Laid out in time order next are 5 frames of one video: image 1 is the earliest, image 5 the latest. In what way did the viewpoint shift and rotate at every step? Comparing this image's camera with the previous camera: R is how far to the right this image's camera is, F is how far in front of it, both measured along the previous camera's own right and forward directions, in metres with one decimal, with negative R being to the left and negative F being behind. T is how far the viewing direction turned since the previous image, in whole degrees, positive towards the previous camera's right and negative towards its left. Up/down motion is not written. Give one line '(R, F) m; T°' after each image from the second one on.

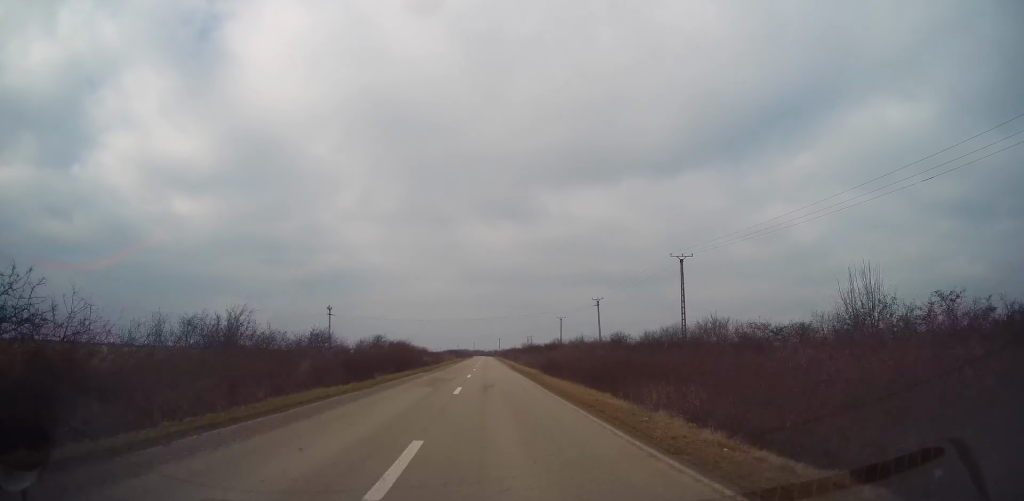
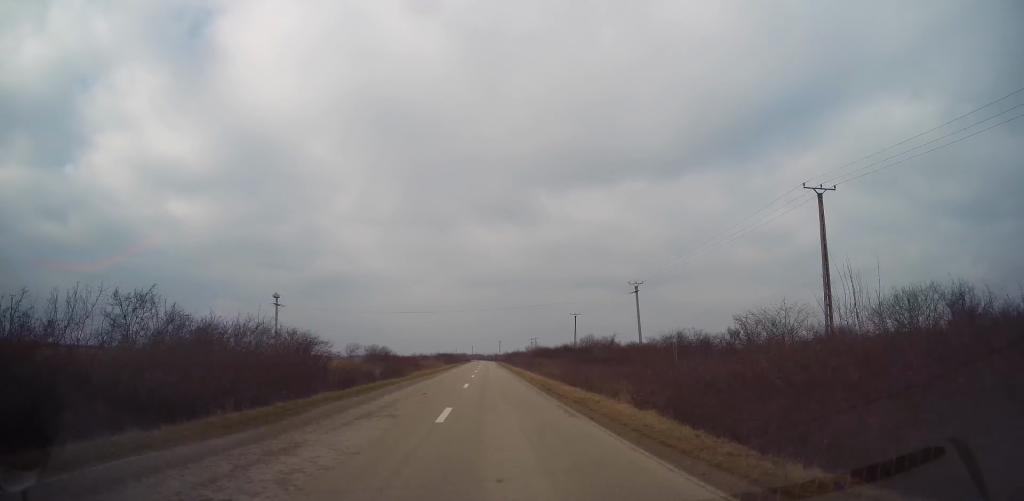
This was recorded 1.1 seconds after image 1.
(+0.5, +29.1) m; 0°
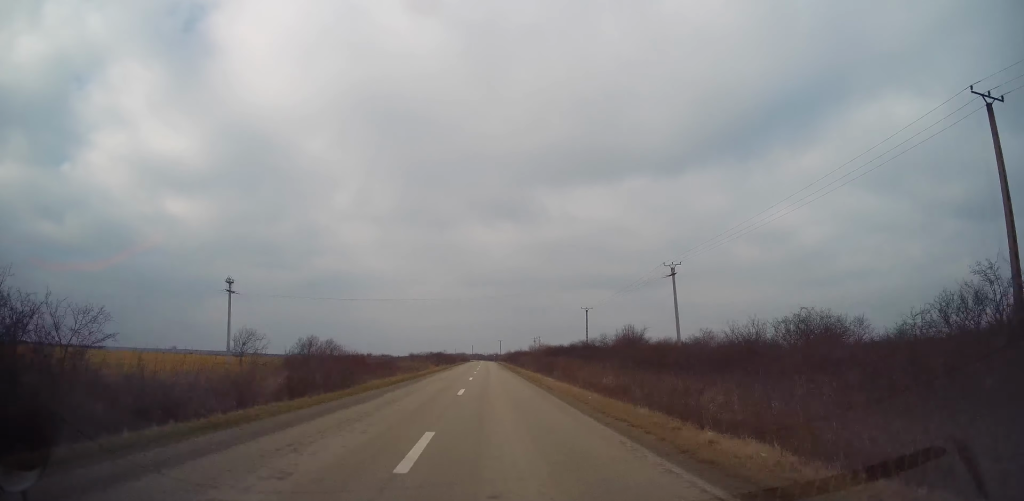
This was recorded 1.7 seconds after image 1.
(-0.2, +16.6) m; -1°
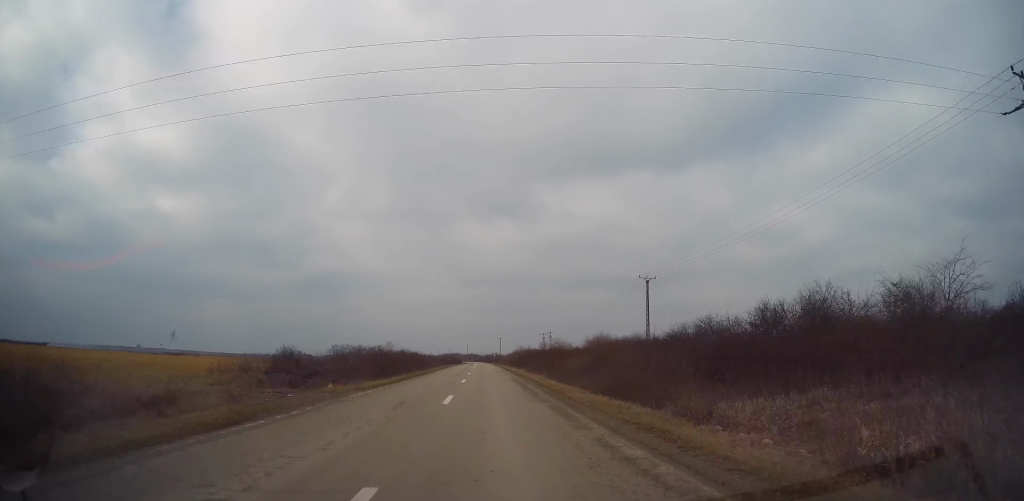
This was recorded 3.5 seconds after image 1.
(-0.1, +50.6) m; +1°
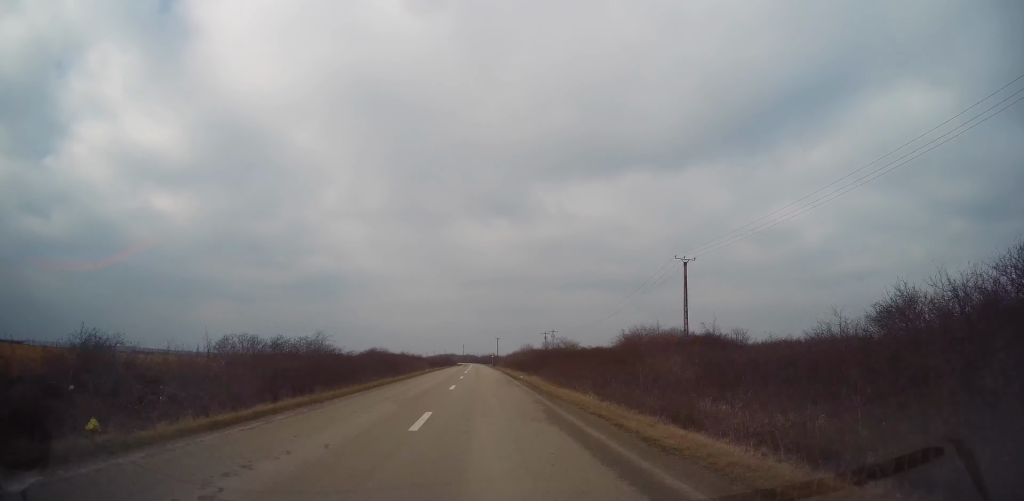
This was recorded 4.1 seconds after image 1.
(+0.3, +16.4) m; 0°
